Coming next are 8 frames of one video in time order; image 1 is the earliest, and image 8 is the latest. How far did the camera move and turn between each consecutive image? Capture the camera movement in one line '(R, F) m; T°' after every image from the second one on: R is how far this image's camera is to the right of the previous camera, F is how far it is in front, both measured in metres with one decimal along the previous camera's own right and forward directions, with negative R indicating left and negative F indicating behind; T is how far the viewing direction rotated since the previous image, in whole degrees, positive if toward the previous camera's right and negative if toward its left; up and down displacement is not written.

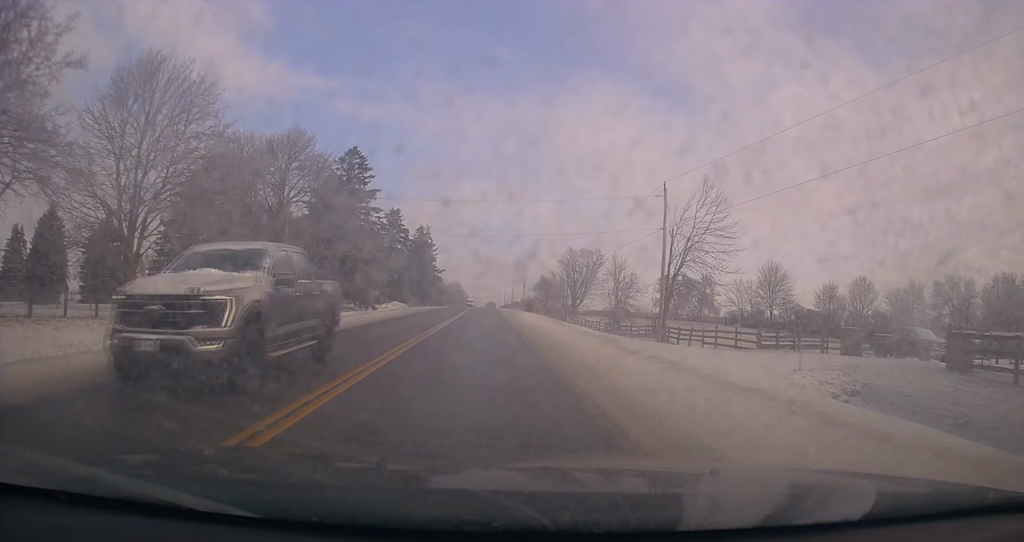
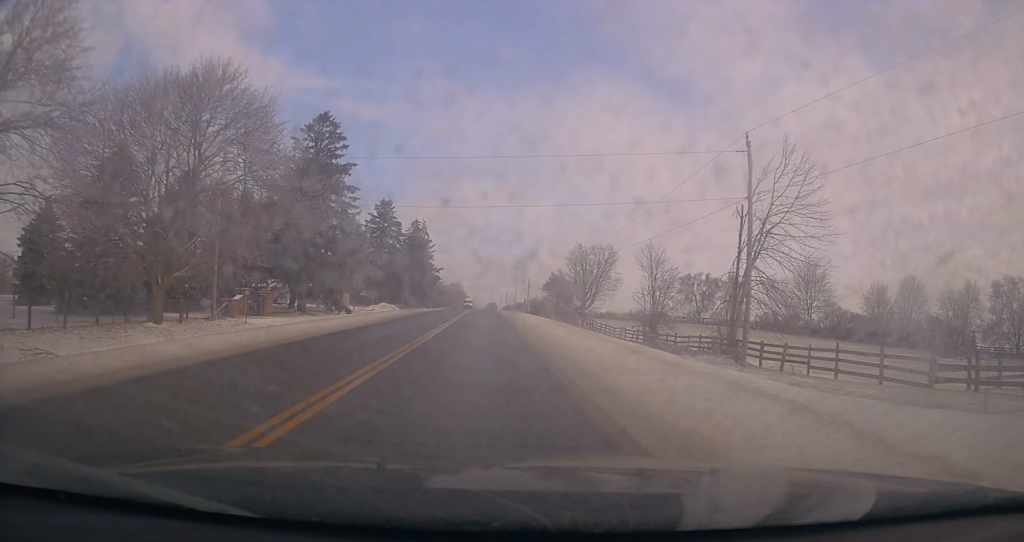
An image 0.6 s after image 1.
(+0.4, +13.7) m; +1°
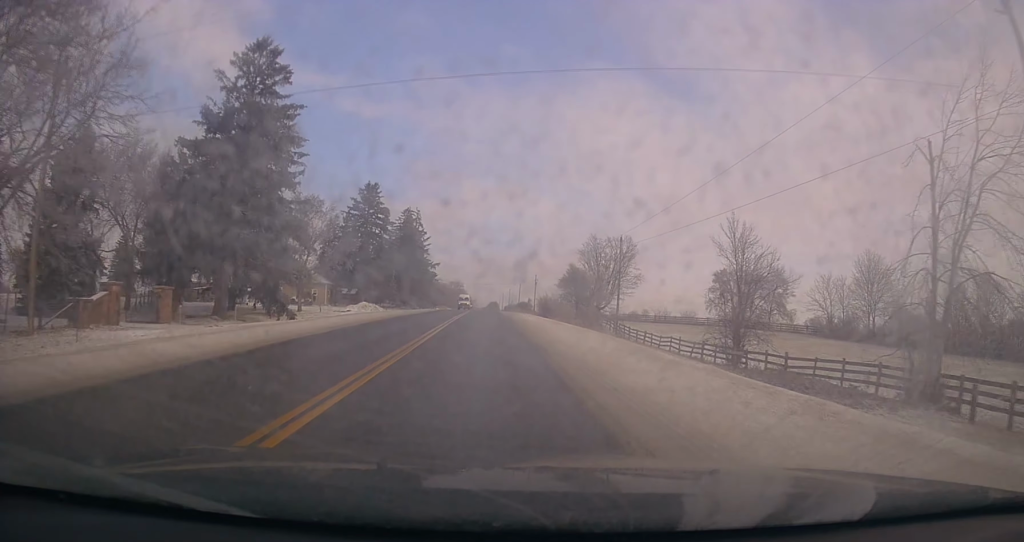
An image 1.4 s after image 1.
(+0.1, +16.8) m; 0°
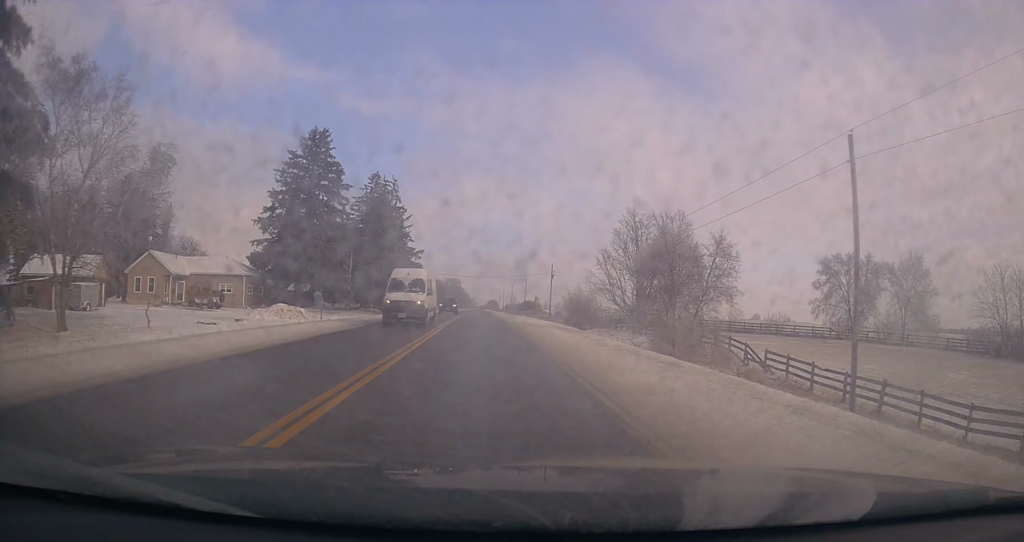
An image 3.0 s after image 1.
(-0.1, +34.6) m; 0°
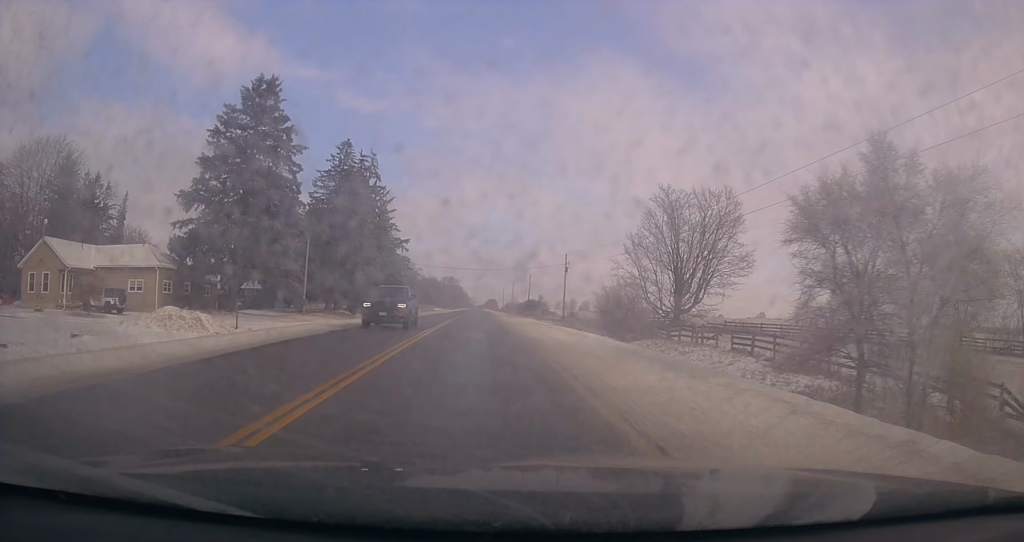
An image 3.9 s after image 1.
(+0.3, +18.3) m; -1°
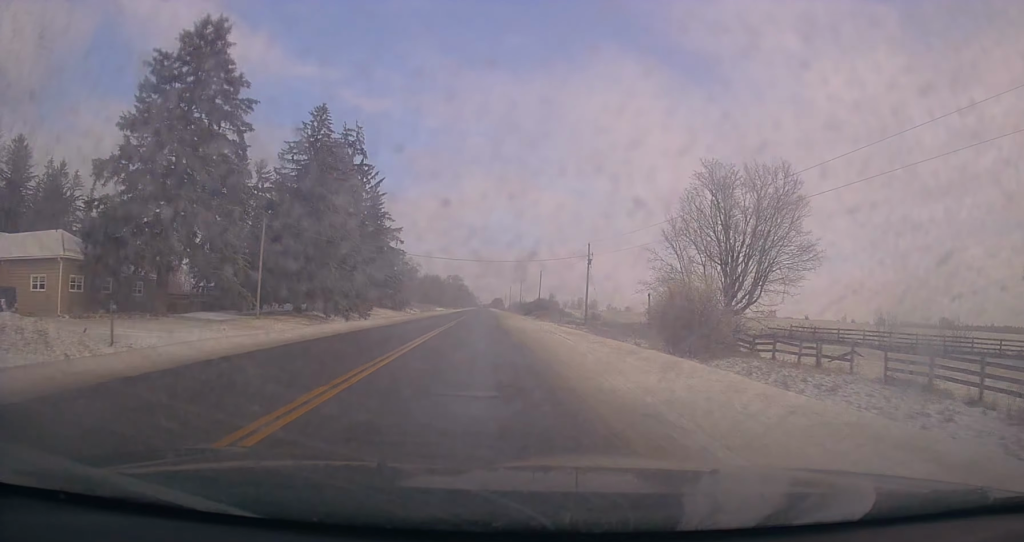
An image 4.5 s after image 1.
(-0.7, +13.6) m; -1°
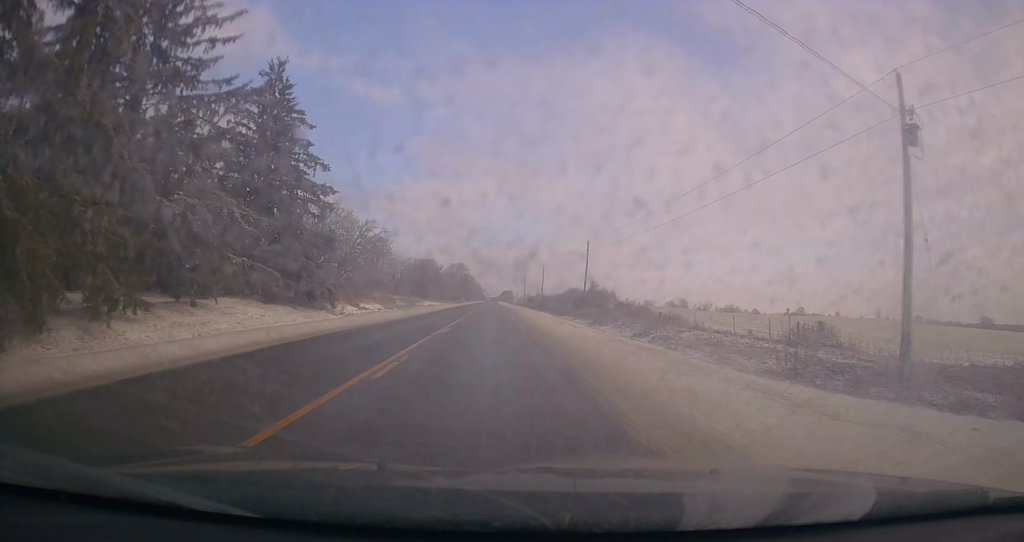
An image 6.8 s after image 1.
(+0.5, +50.4) m; +1°
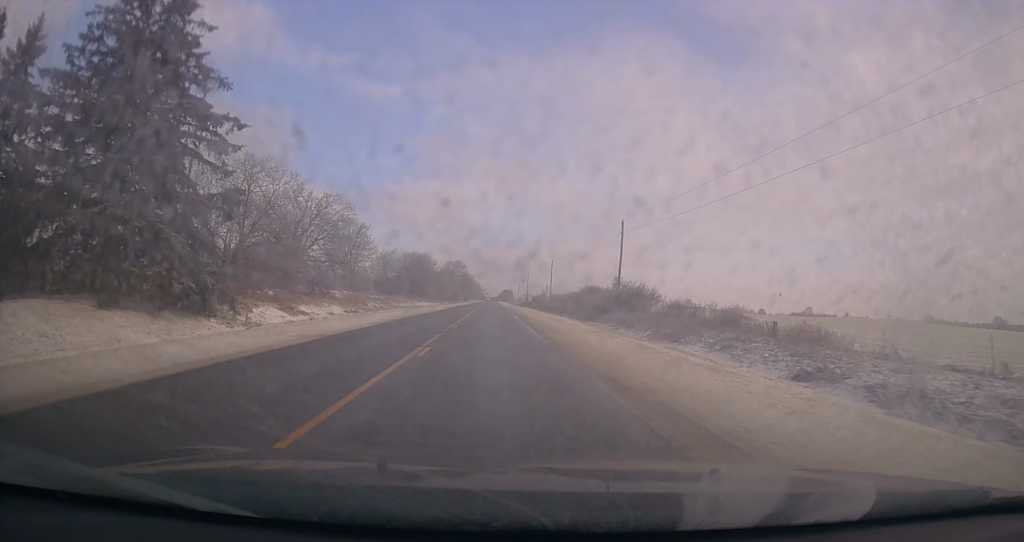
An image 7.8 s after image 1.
(+0.3, +20.0) m; 0°
